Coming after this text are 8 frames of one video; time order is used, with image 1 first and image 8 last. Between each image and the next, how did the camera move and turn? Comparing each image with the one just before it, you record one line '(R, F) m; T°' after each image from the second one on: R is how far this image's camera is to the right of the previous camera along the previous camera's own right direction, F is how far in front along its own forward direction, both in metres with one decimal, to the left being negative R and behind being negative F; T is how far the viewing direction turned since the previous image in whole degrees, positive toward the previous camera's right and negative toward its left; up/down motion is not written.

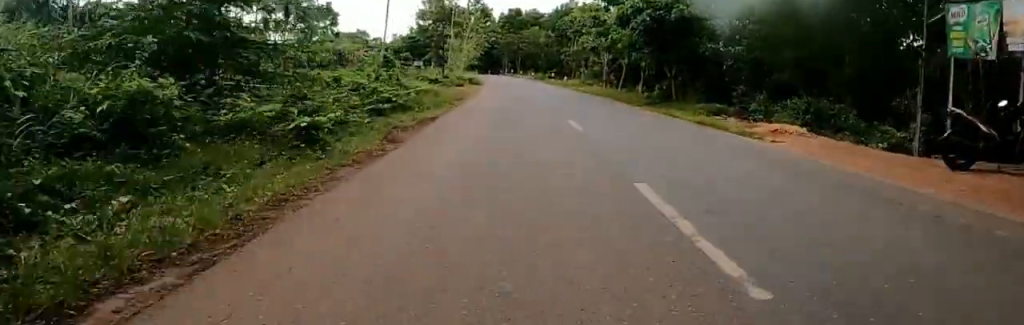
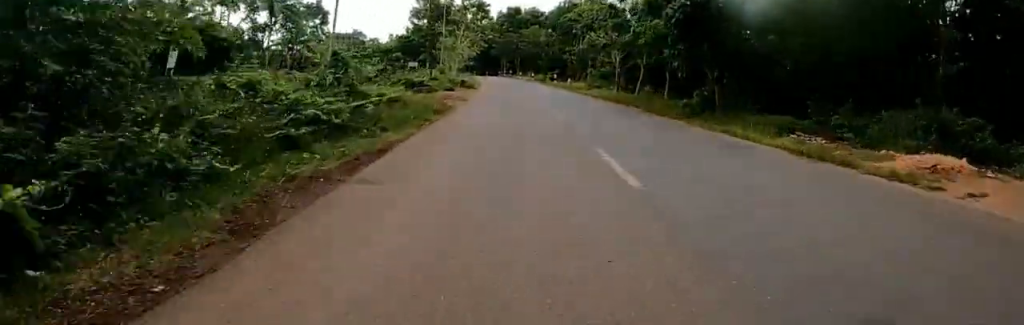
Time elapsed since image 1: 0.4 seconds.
(0.0, +5.4) m; 0°
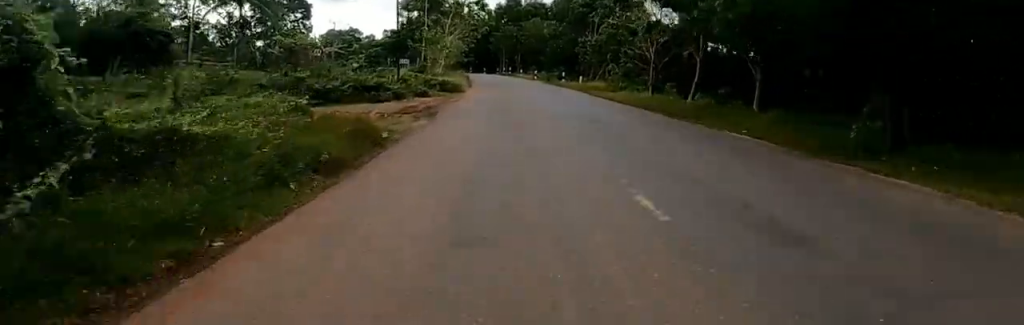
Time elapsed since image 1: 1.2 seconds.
(0.0, +9.5) m; 0°
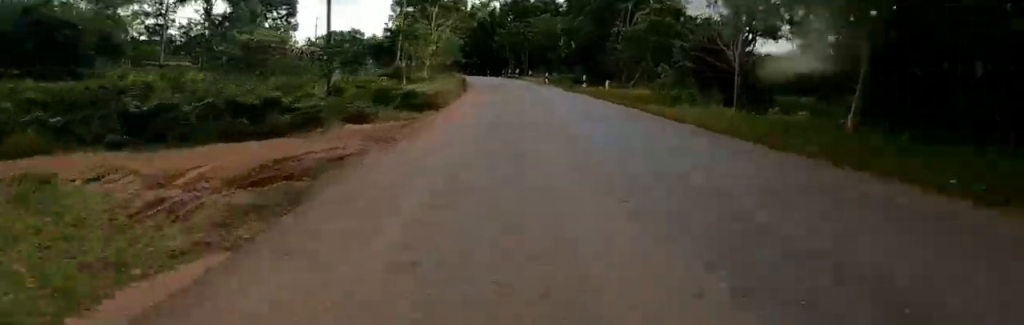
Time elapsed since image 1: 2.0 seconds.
(0.0, +9.6) m; 0°
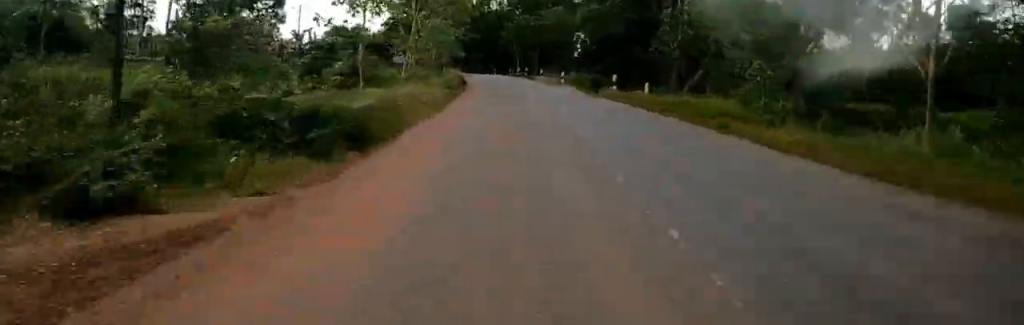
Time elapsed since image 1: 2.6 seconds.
(0.0, +8.4) m; 0°
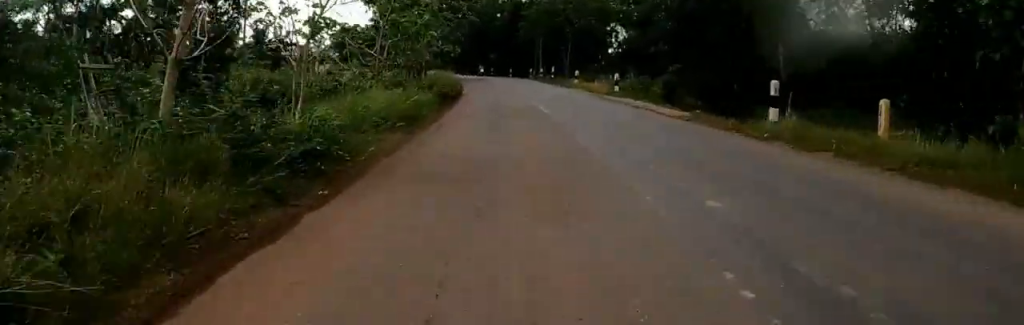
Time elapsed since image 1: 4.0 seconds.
(0.0, +17.0) m; 0°
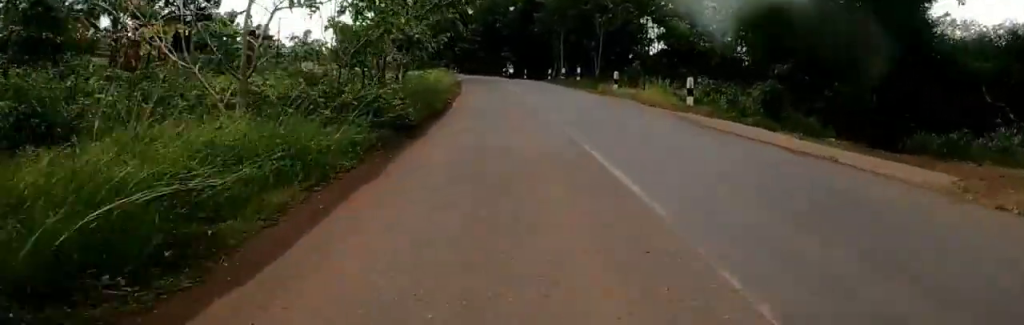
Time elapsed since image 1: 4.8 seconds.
(0.0, +10.2) m; 0°
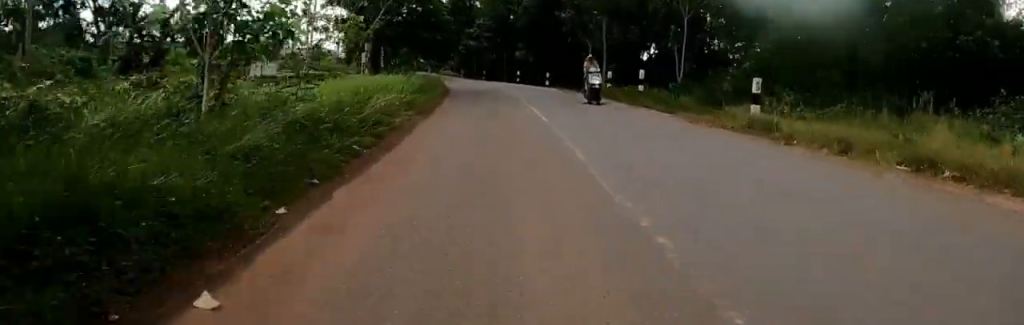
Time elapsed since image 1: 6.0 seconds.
(-0.3, +14.8) m; -4°
